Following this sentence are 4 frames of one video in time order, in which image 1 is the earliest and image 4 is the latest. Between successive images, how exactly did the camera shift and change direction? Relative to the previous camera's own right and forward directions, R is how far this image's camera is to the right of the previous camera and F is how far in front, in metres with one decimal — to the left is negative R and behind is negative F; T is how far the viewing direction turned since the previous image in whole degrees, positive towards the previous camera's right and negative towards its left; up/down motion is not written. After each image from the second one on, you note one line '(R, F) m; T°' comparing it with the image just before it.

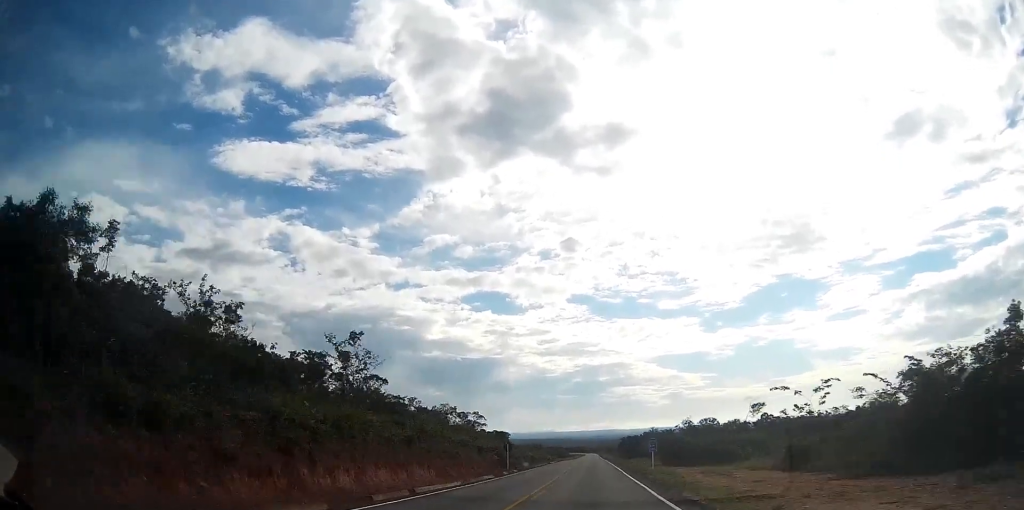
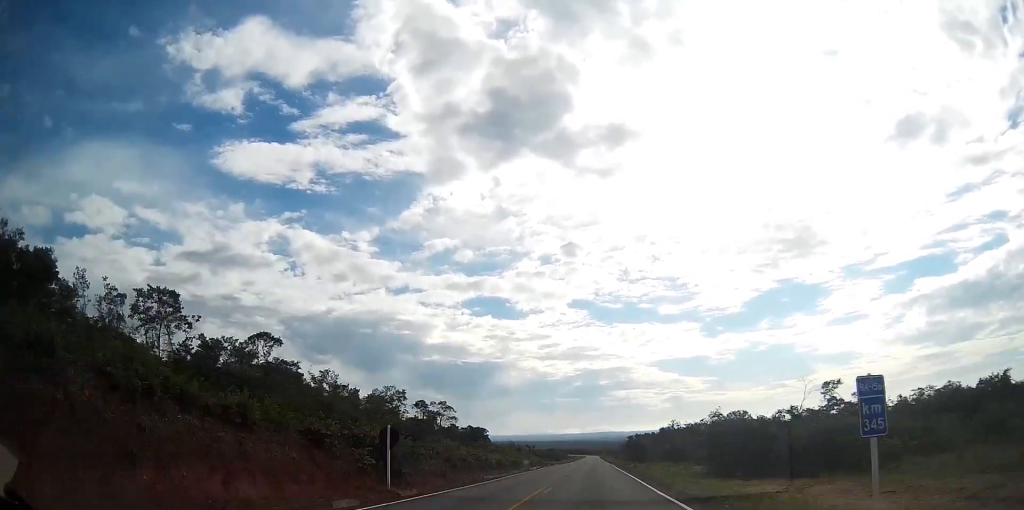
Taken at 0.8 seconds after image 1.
(0.0, +31.0) m; 0°
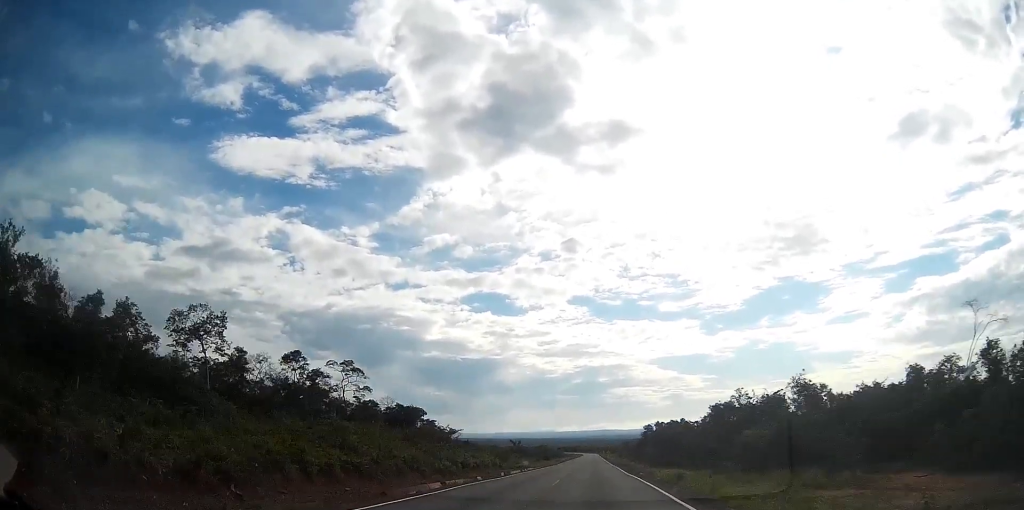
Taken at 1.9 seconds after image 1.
(0.0, +42.1) m; 0°
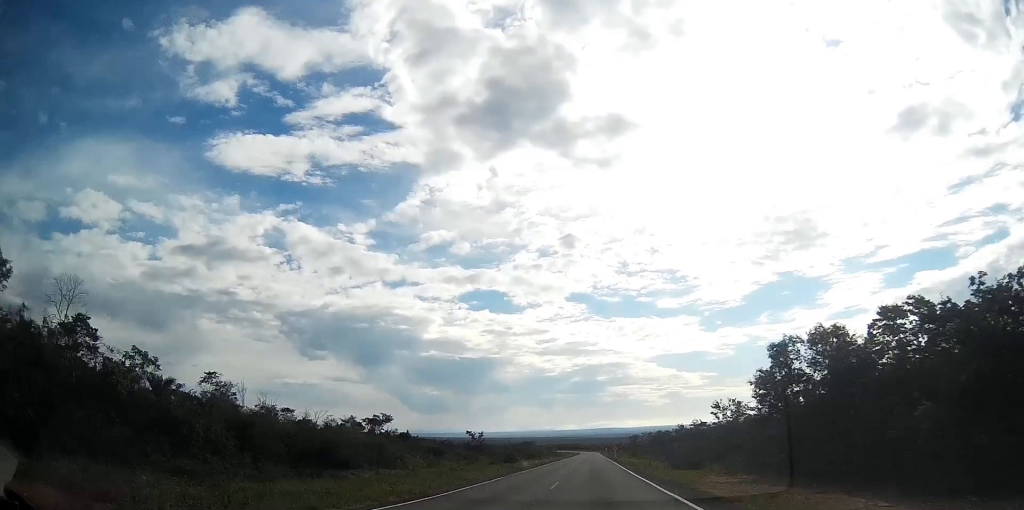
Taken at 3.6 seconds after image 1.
(+0.1, +66.0) m; 0°
